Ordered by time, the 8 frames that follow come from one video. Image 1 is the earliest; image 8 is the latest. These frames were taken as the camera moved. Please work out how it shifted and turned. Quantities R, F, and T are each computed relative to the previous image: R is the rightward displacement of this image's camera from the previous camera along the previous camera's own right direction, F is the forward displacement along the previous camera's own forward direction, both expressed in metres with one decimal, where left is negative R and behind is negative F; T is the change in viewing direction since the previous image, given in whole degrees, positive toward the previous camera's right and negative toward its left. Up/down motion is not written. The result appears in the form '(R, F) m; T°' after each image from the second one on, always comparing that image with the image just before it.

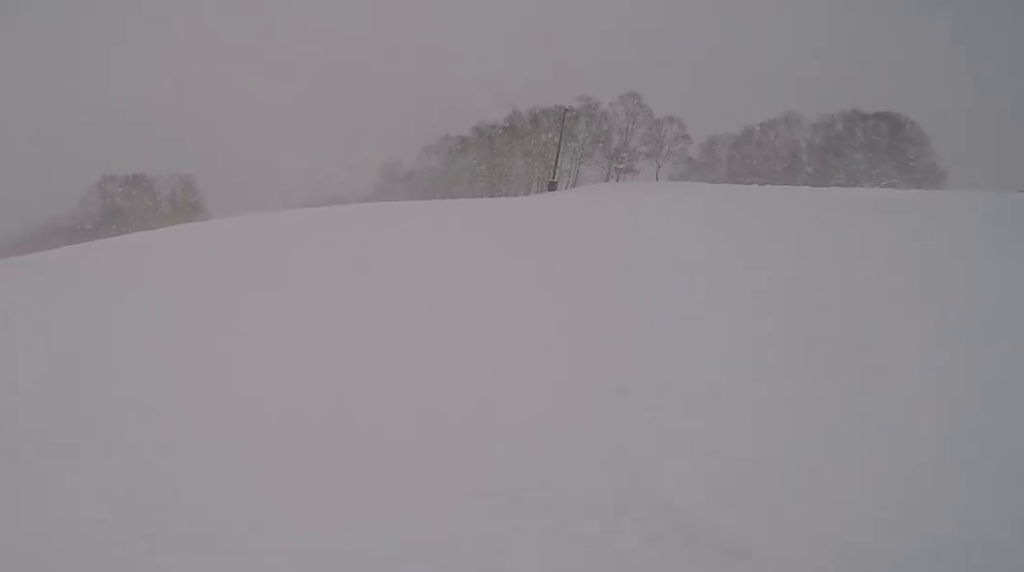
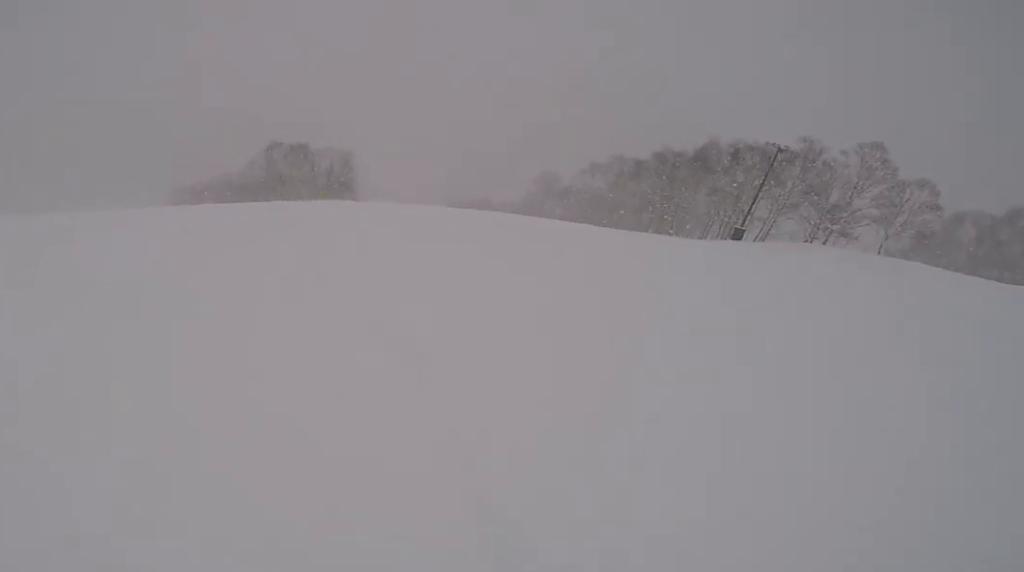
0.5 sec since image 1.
(+0.6, +3.7) m; -4°
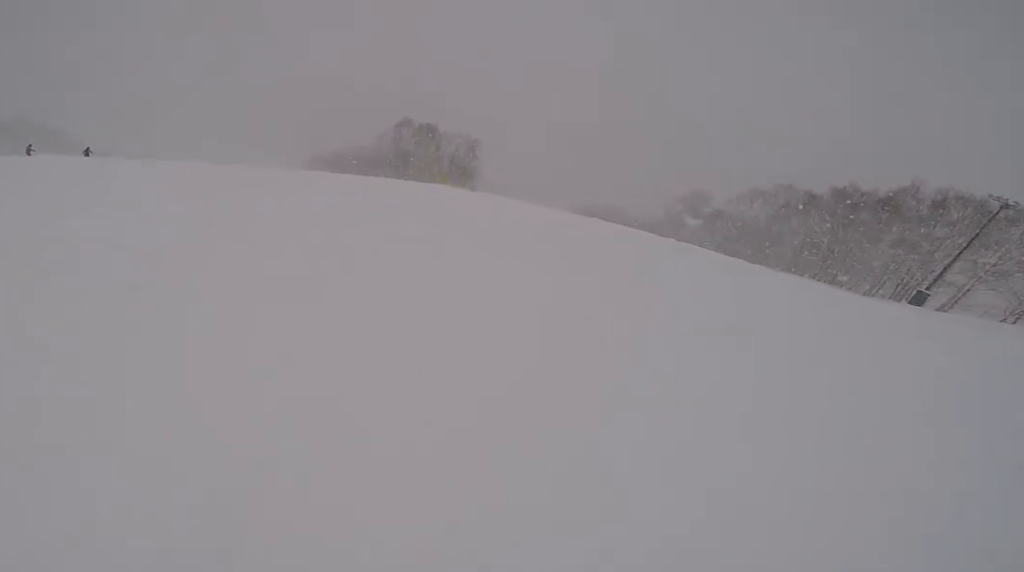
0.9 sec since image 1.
(+0.8, +3.5) m; -4°
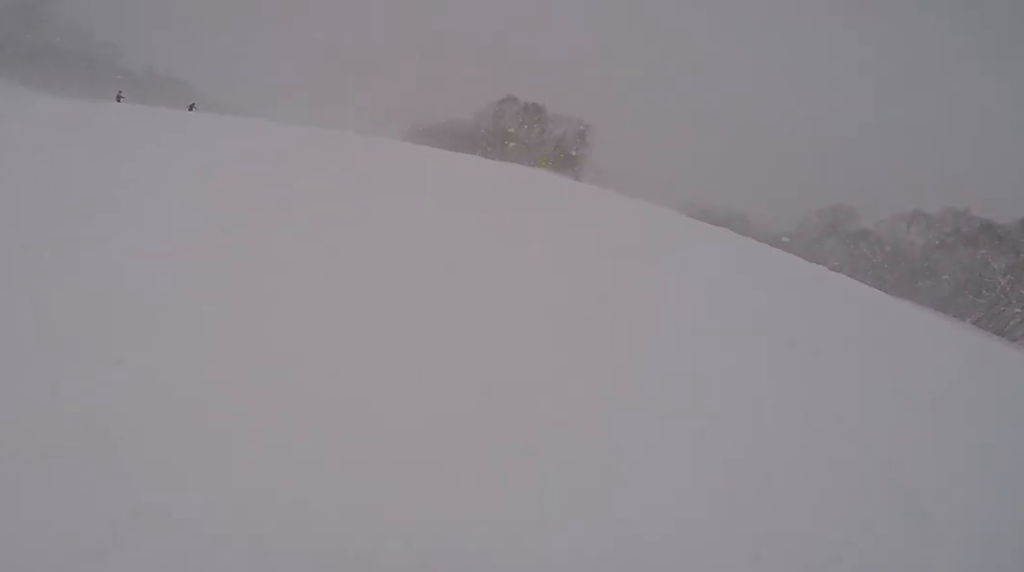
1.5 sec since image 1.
(-1.2, +4.1) m; -22°
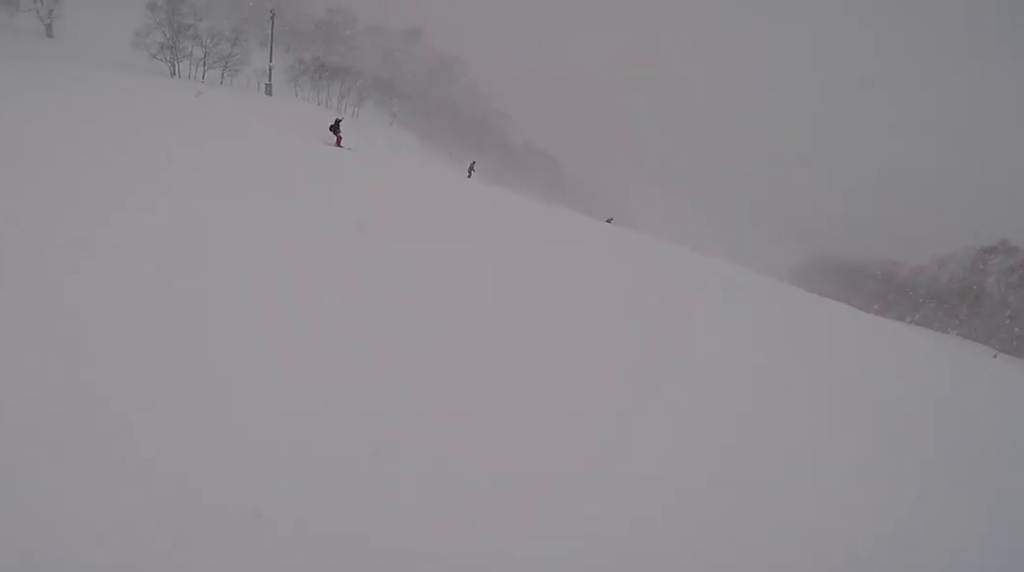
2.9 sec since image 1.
(-3.8, +8.3) m; -46°
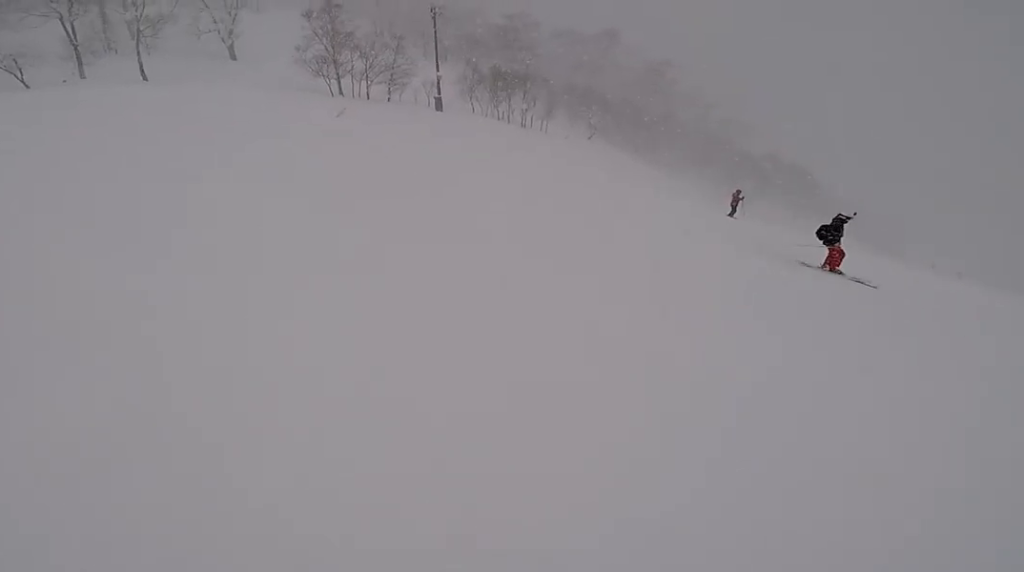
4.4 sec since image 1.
(-1.8, +9.9) m; -17°
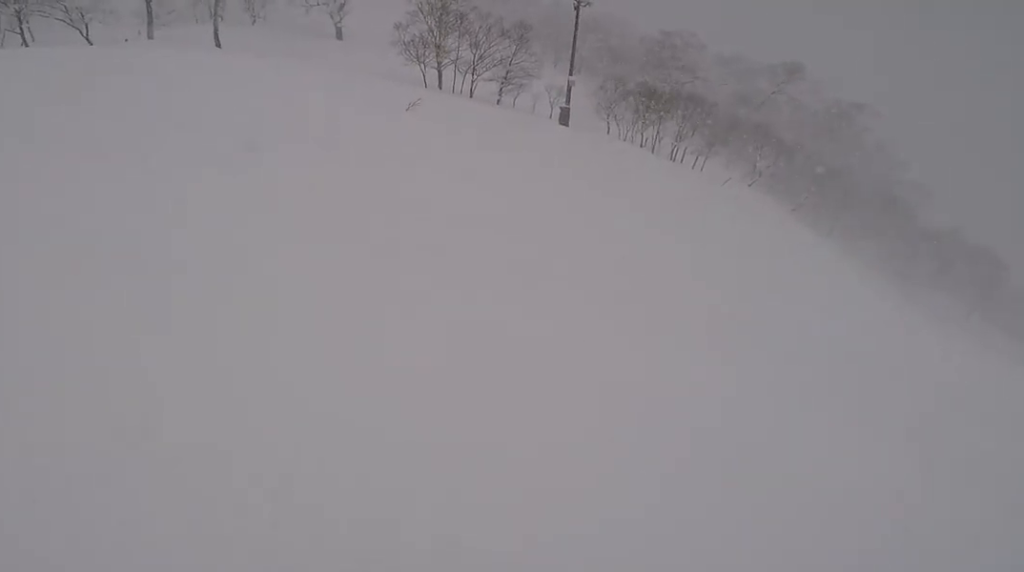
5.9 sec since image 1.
(-2.0, +8.8) m; -26°
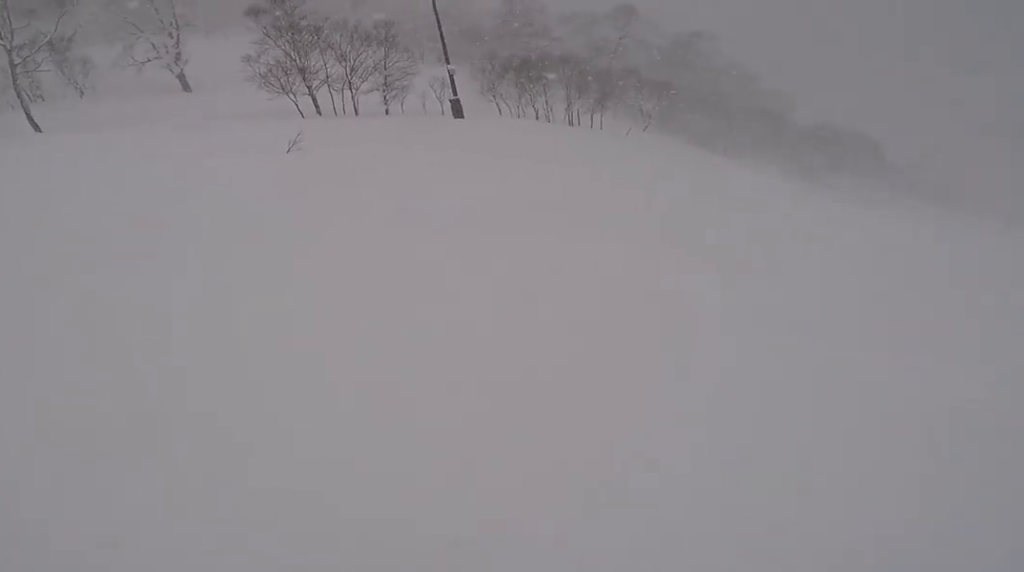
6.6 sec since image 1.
(-0.2, +4.3) m; +5°
